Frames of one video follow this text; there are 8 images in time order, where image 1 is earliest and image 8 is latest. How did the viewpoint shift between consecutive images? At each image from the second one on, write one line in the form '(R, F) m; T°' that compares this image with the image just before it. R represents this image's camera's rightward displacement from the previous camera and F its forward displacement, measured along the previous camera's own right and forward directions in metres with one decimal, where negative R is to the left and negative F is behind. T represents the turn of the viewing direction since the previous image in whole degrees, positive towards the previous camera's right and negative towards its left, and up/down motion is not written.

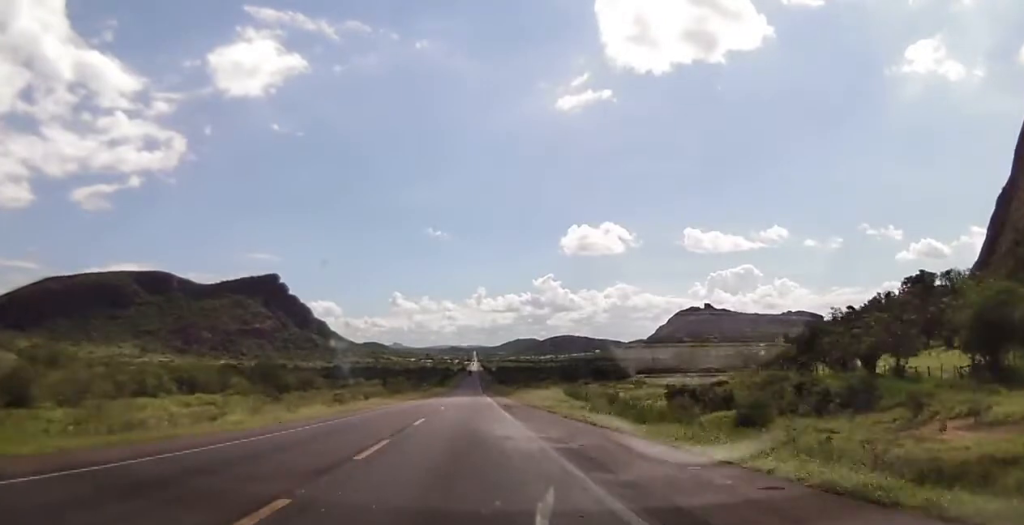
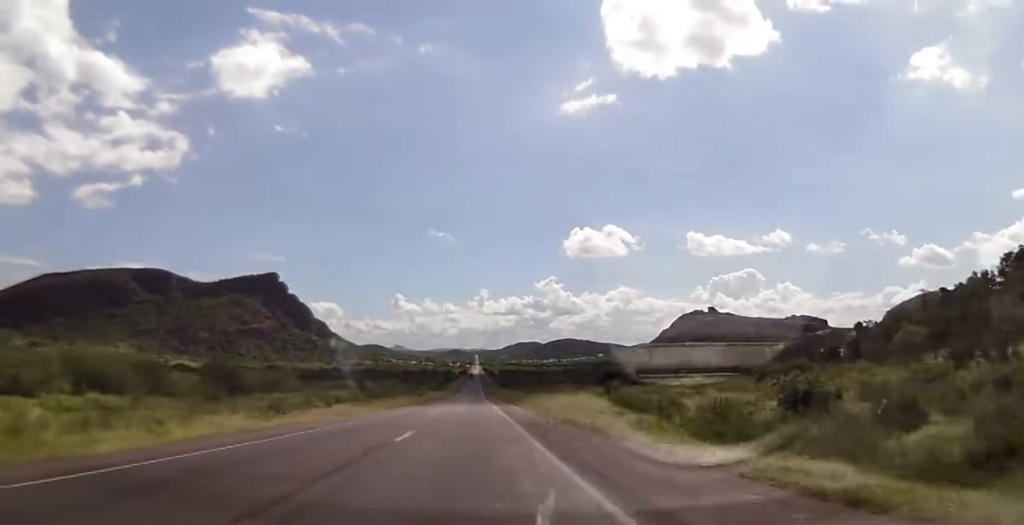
(0.0, +21.5) m; 0°
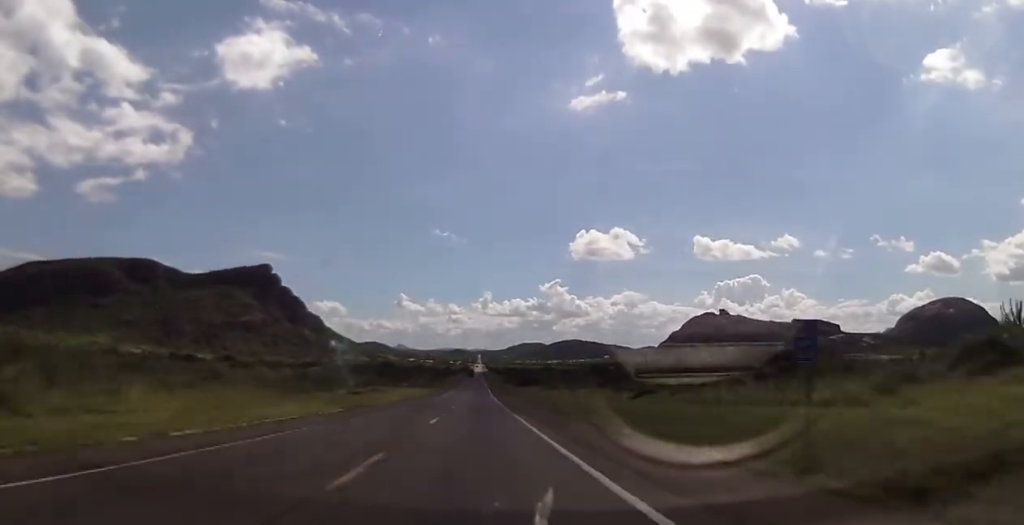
(-0.1, +95.3) m; 0°
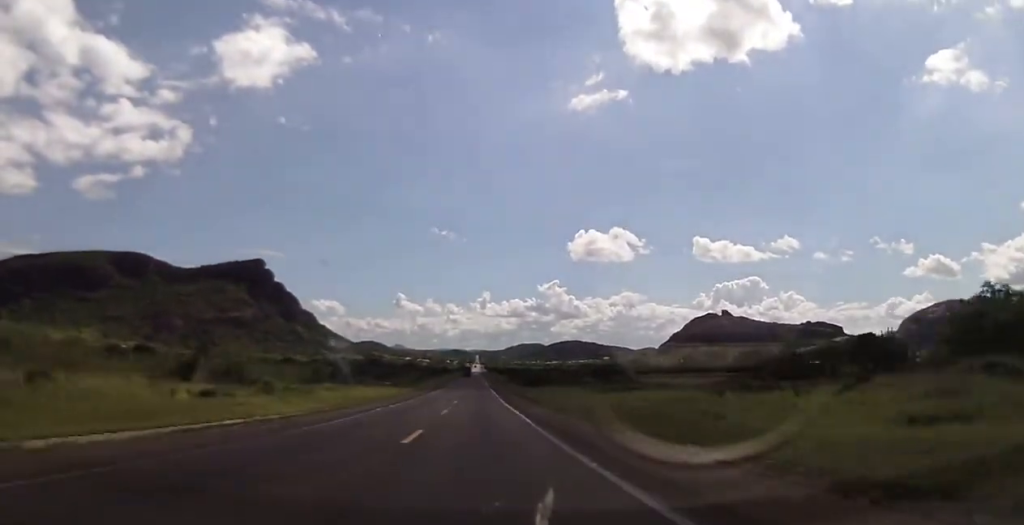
(+0.2, +38.7) m; 0°
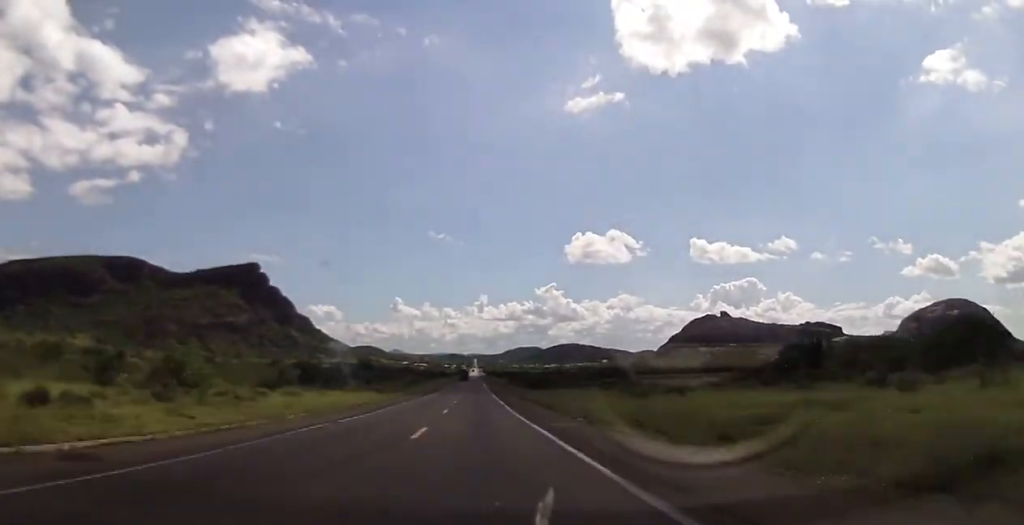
(0.0, +12.9) m; 0°
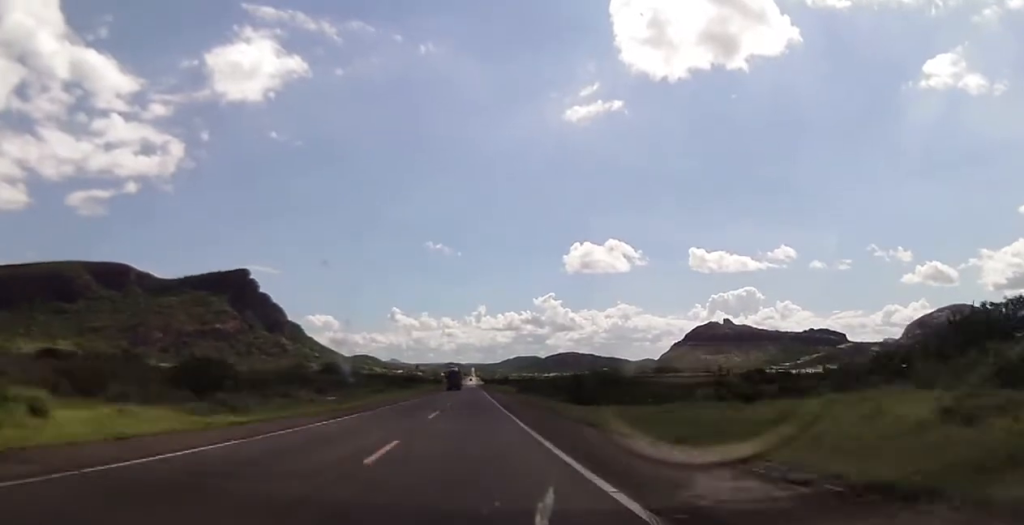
(-0.3, +51.0) m; 0°
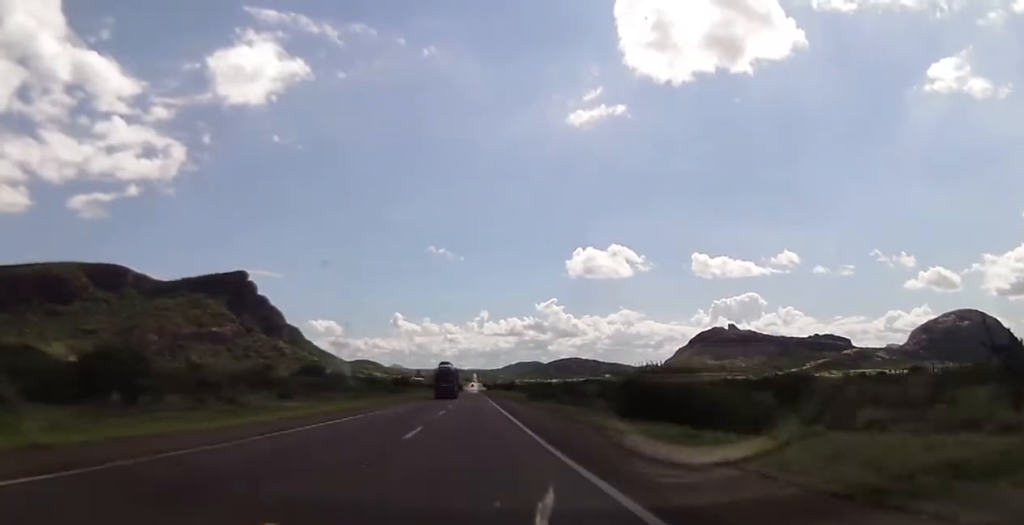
(+0.1, +27.9) m; 0°
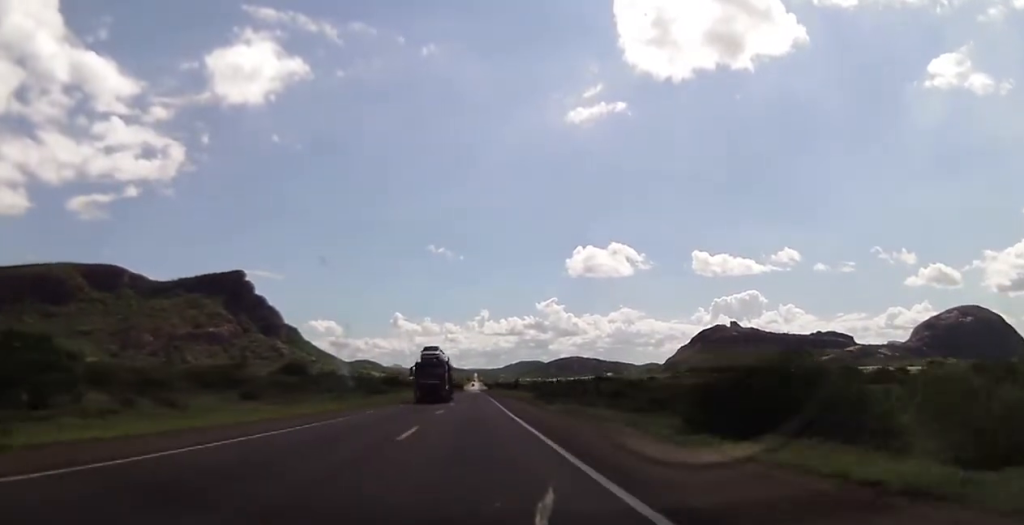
(+0.1, +19.7) m; 0°
